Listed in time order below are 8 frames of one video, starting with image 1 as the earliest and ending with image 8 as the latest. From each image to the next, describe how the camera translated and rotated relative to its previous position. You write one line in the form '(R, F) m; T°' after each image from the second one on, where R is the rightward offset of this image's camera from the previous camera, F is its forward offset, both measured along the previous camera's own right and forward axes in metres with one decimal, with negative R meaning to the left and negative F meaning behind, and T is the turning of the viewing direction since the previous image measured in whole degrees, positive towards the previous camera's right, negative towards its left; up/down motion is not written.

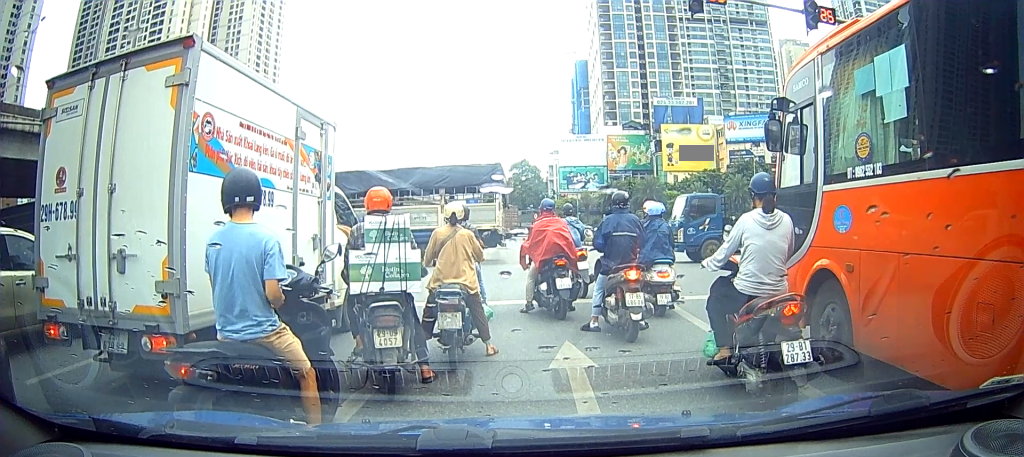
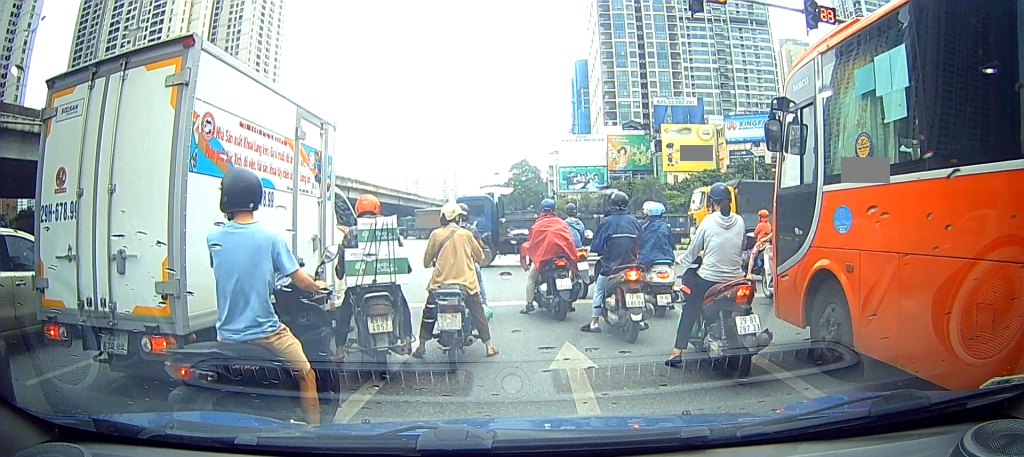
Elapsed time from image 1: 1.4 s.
(+0.1, +0.4) m; 0°
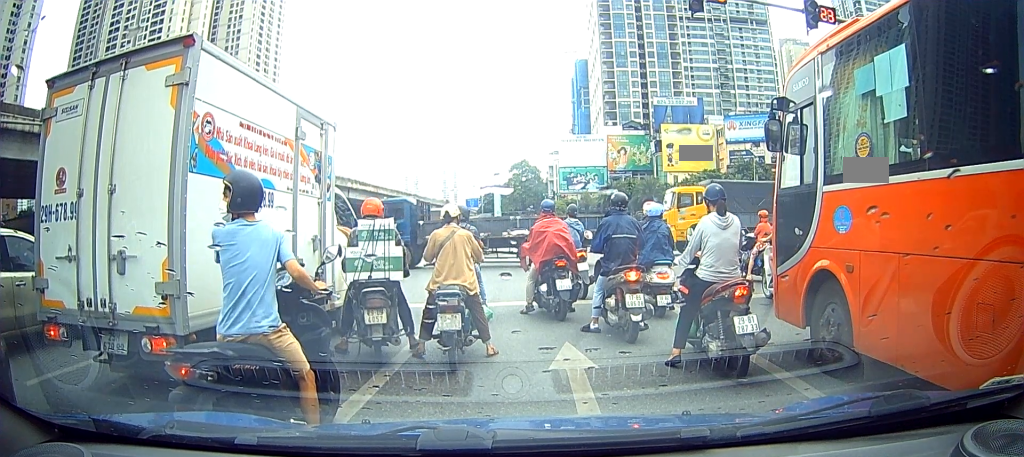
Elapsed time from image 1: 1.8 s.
(0.0, 0.0) m; 0°
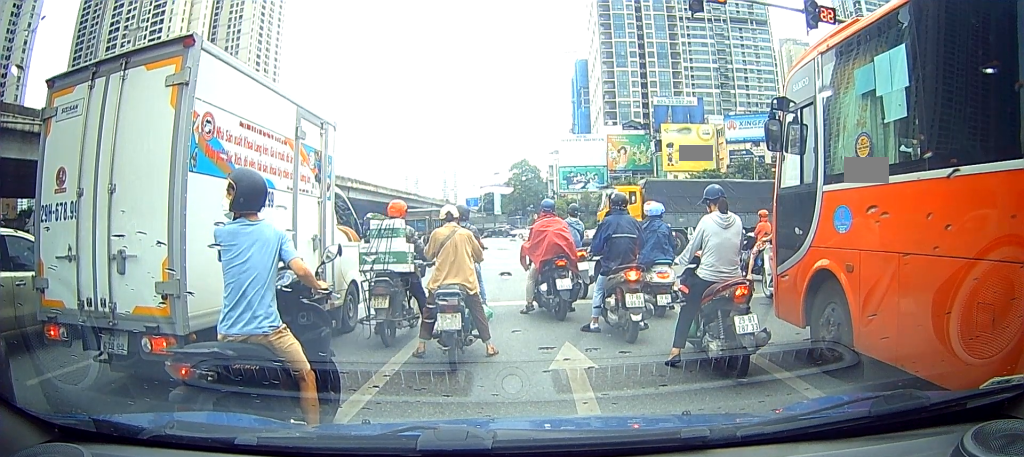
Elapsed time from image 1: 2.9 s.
(0.0, 0.0) m; 0°
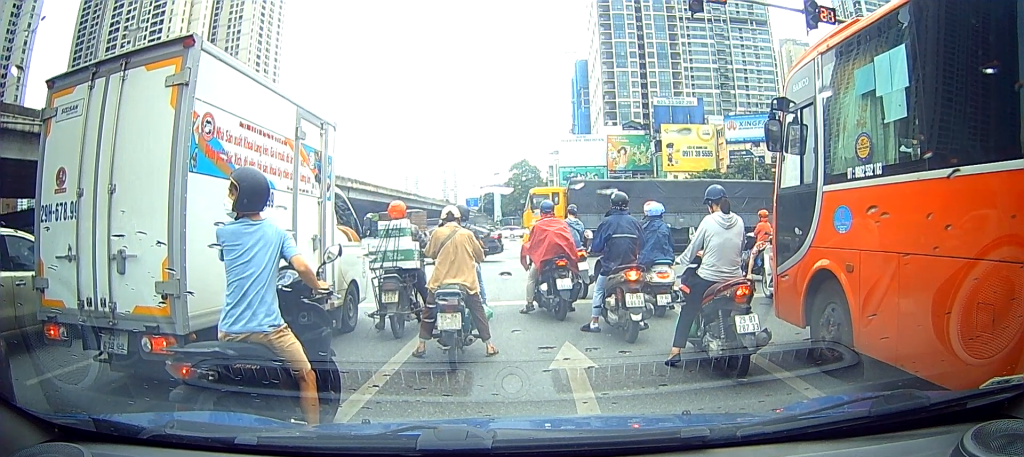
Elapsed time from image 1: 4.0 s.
(0.0, 0.0) m; 0°
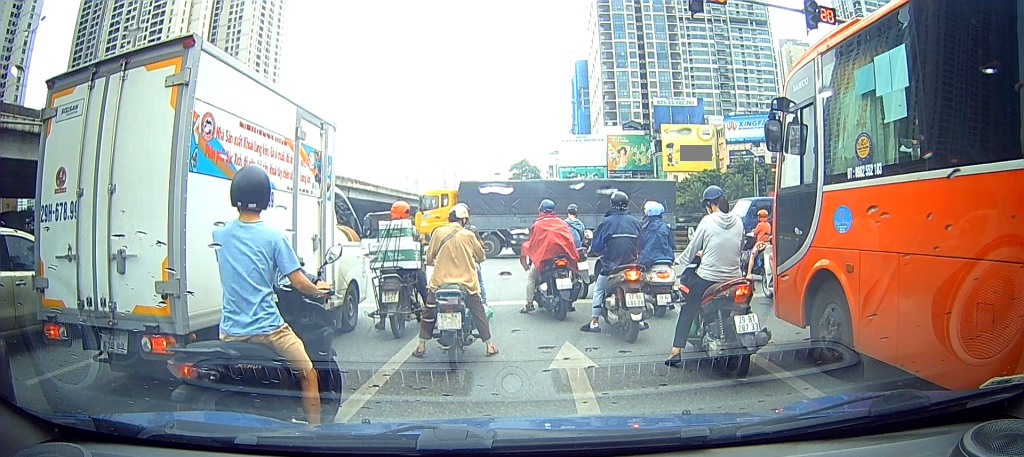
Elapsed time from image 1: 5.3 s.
(0.0, 0.0) m; 0°
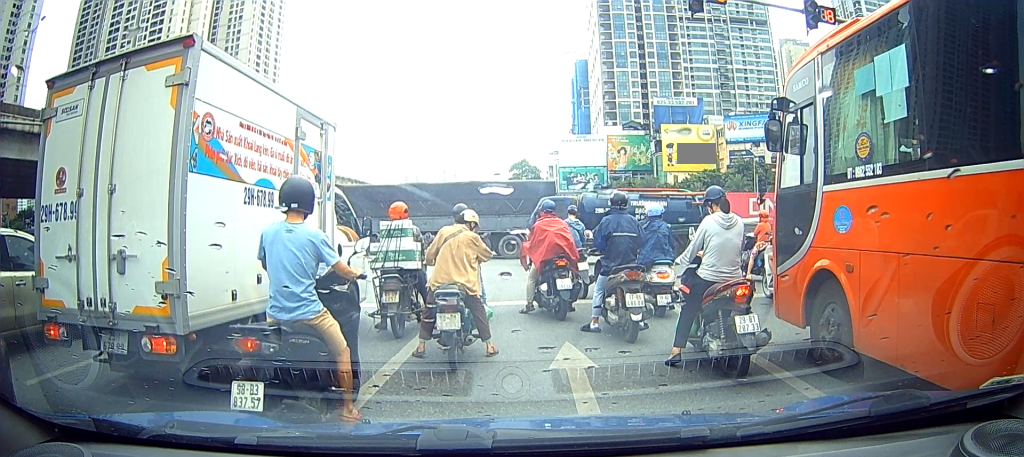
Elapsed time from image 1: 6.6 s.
(0.0, 0.0) m; 0°
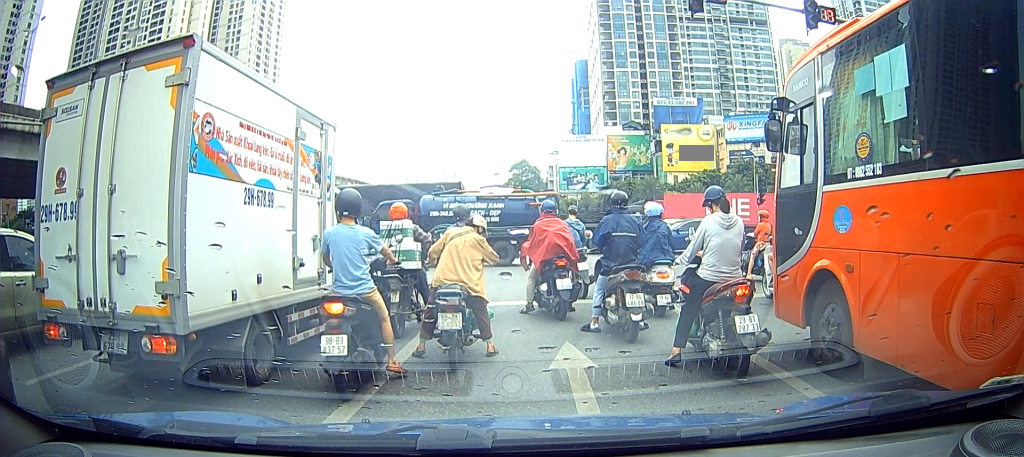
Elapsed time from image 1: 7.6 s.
(0.0, 0.0) m; 0°
